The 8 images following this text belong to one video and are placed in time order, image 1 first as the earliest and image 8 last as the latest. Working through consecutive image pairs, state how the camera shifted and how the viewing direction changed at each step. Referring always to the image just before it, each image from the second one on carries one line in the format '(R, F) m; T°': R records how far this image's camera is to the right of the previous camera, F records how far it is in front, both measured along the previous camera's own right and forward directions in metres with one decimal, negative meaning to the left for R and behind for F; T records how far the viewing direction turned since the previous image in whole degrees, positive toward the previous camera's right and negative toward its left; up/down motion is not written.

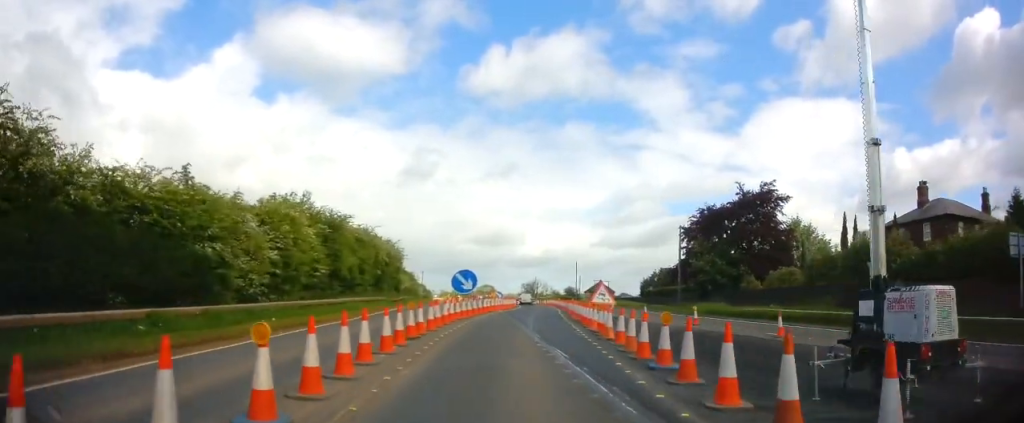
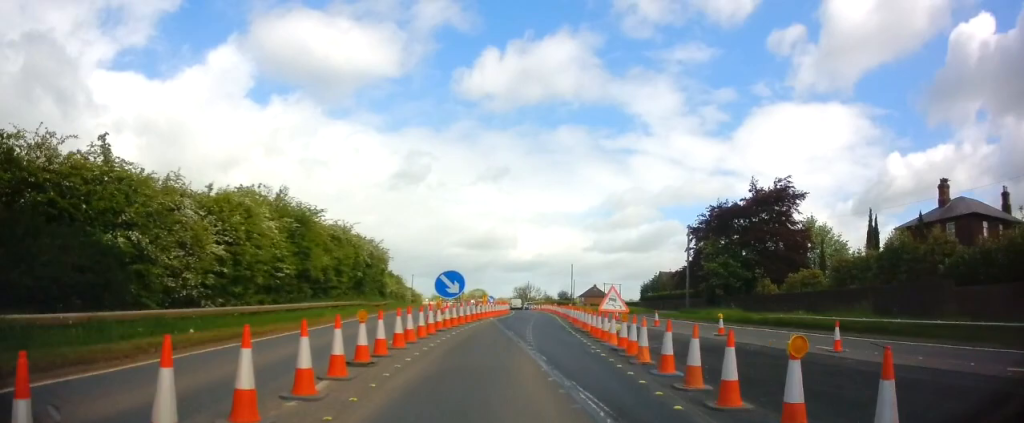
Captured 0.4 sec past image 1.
(+0.1, +4.6) m; +1°
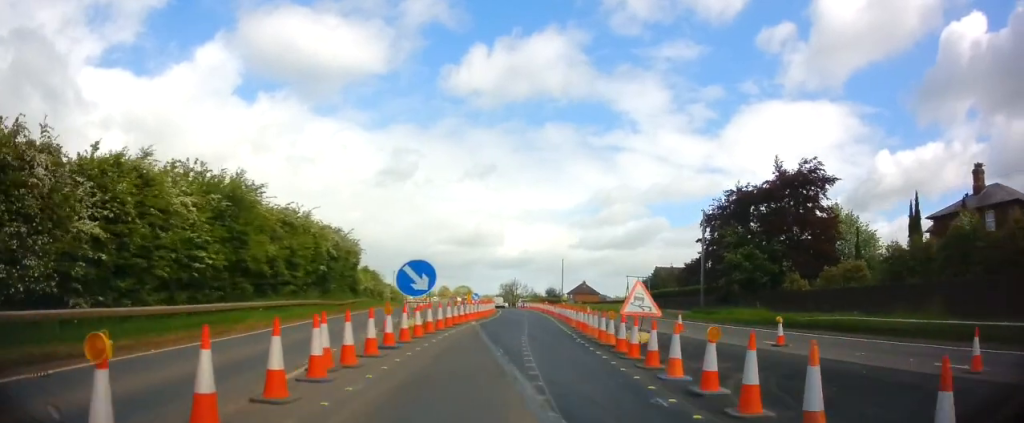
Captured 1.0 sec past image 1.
(+0.2, +6.8) m; +1°
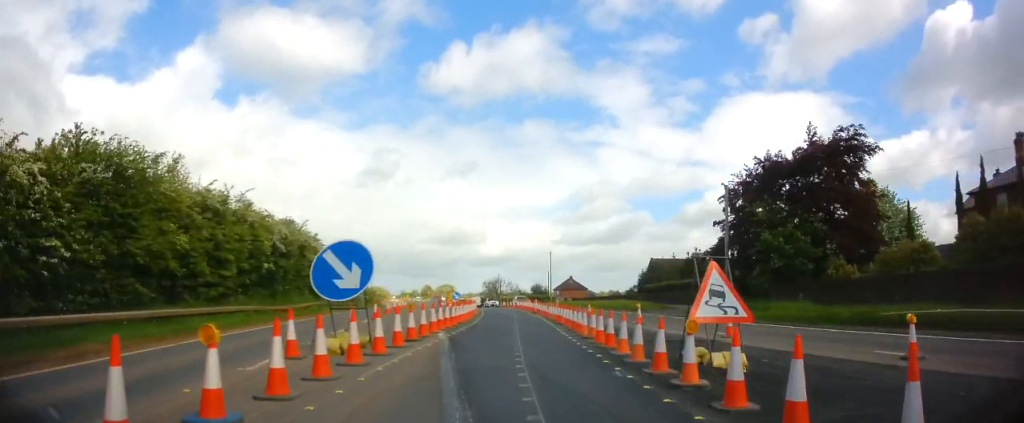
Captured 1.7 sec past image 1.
(0.0, +7.6) m; +1°
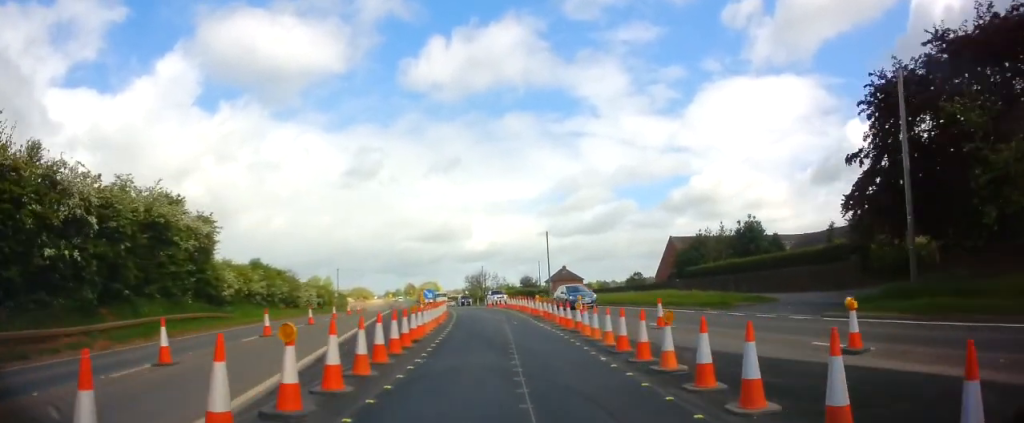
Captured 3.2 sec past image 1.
(+0.4, +18.3) m; +2°
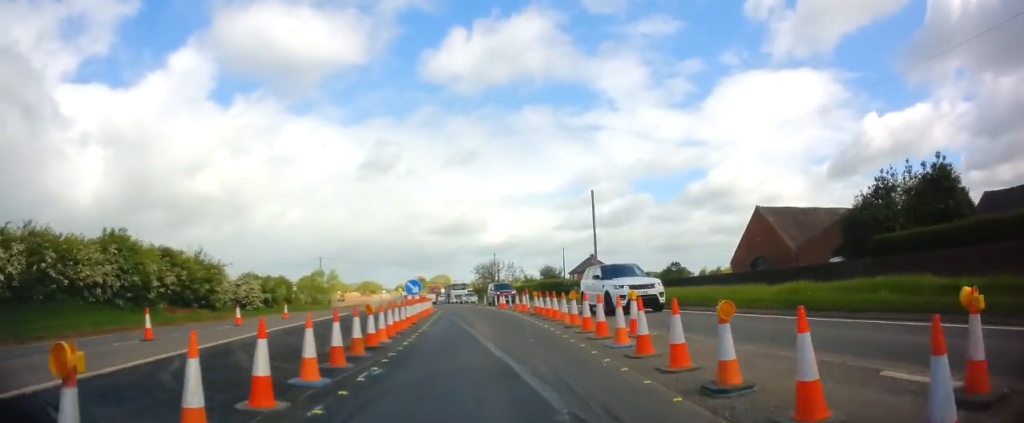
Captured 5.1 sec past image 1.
(0.0, +22.4) m; -2°
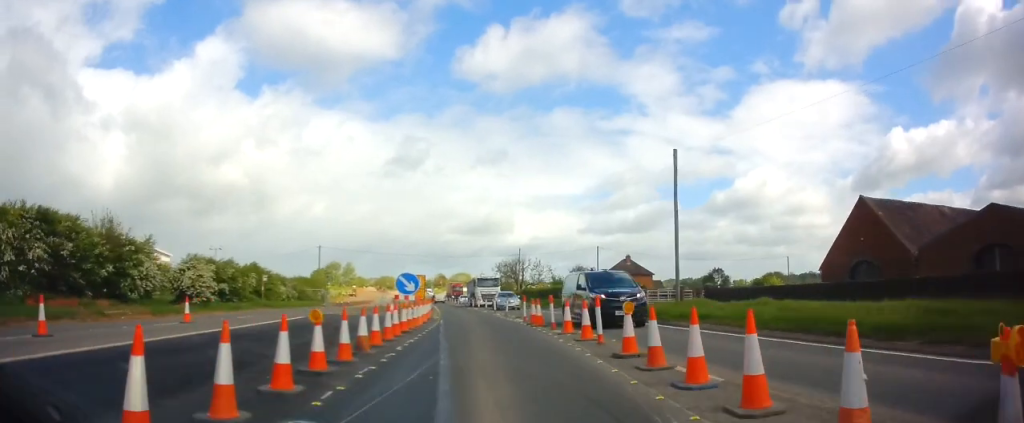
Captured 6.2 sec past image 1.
(-0.5, +13.5) m; -4°
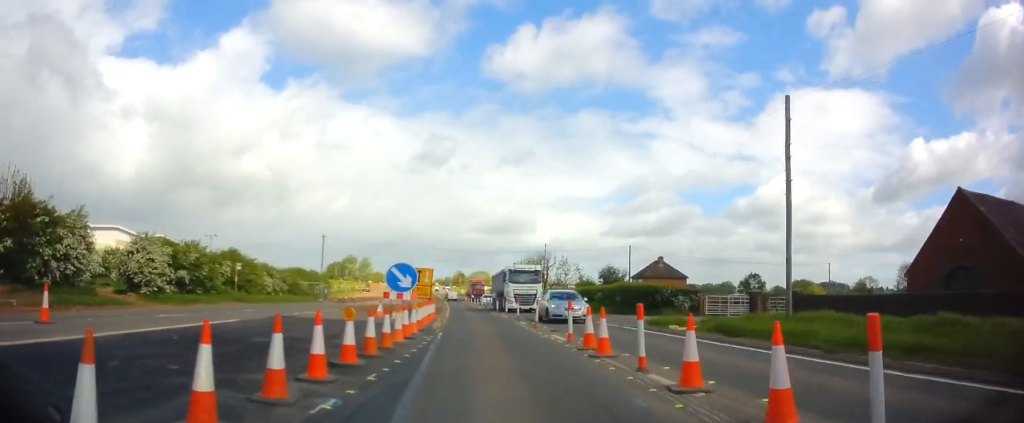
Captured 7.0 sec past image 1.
(-0.2, +8.9) m; -1°
